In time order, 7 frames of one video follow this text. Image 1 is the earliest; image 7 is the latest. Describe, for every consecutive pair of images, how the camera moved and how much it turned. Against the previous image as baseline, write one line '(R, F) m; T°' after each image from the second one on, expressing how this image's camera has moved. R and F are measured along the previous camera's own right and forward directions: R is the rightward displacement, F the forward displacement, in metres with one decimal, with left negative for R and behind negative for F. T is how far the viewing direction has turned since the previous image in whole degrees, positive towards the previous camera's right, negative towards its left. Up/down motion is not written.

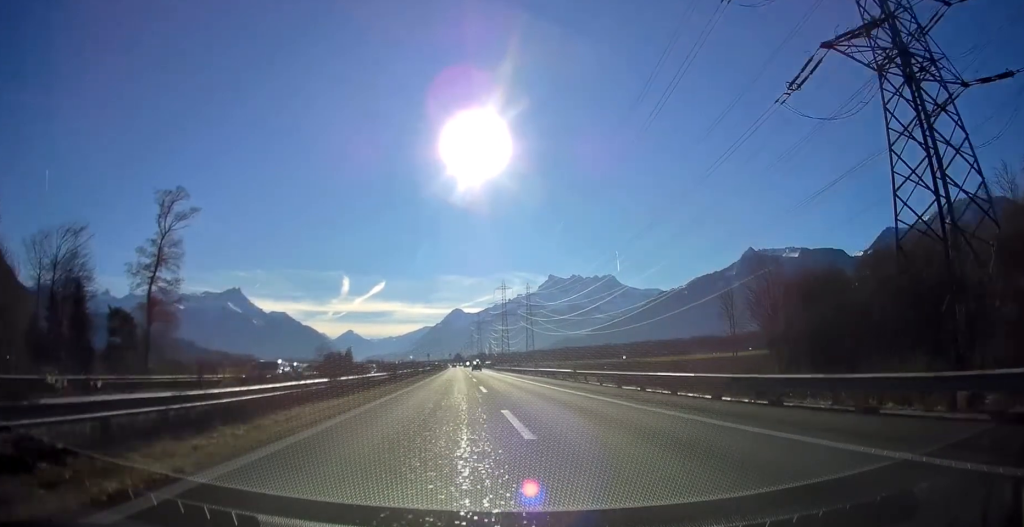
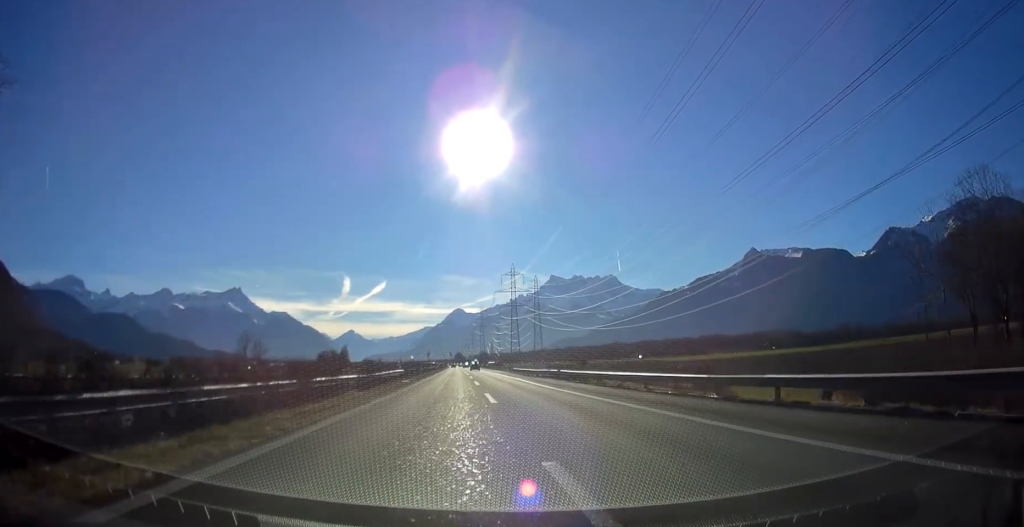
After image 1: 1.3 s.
(-0.1, +45.0) m; 0°
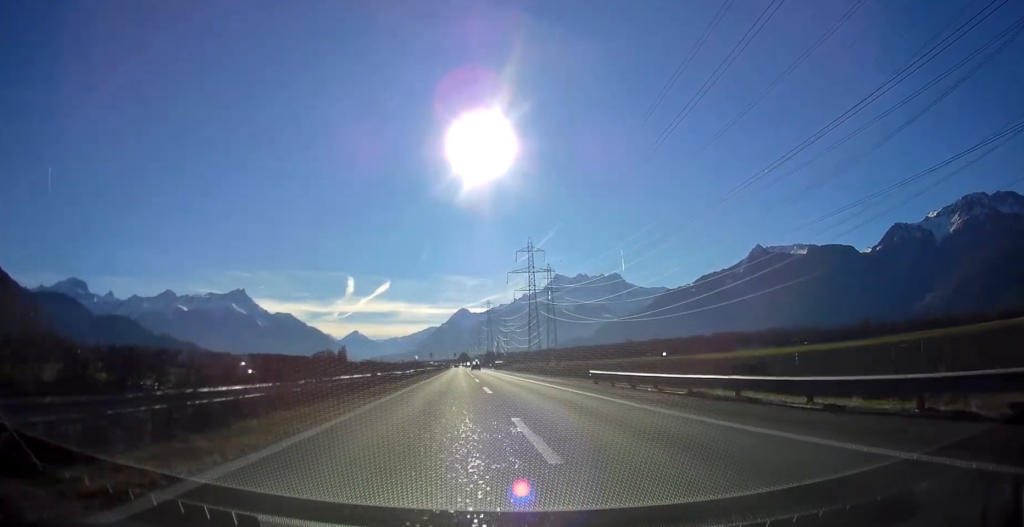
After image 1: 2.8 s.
(-0.1, +48.5) m; 0°
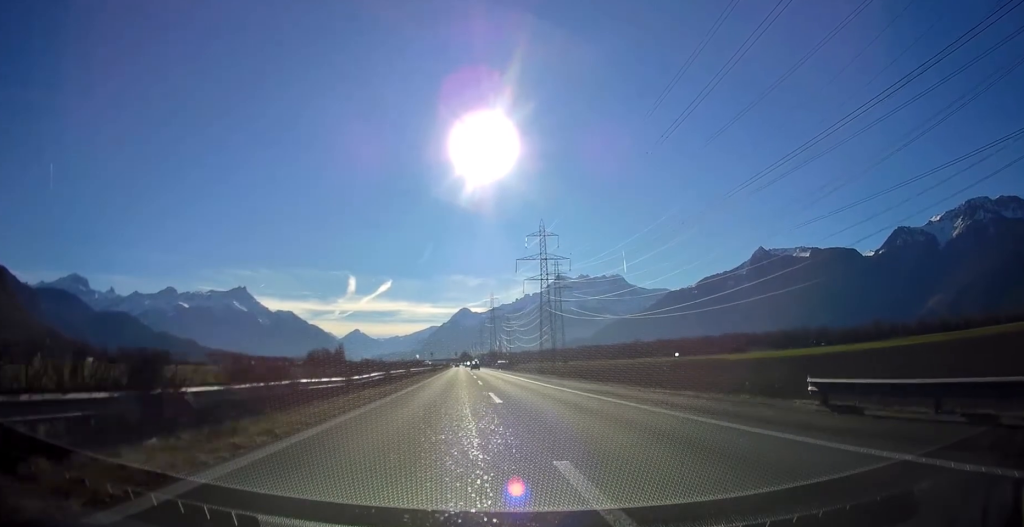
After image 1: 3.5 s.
(-0.1, +23.7) m; 0°
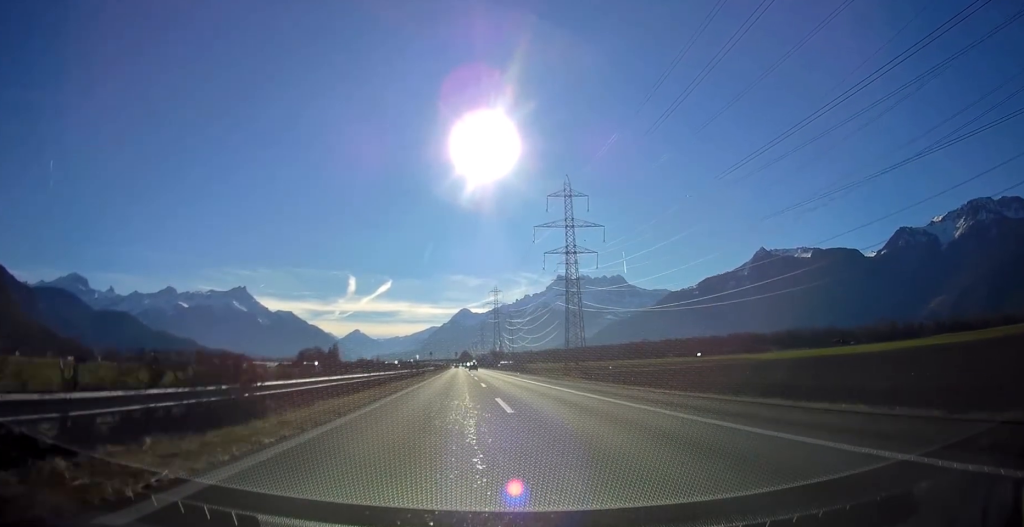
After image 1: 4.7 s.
(-0.1, +40.5) m; 0°
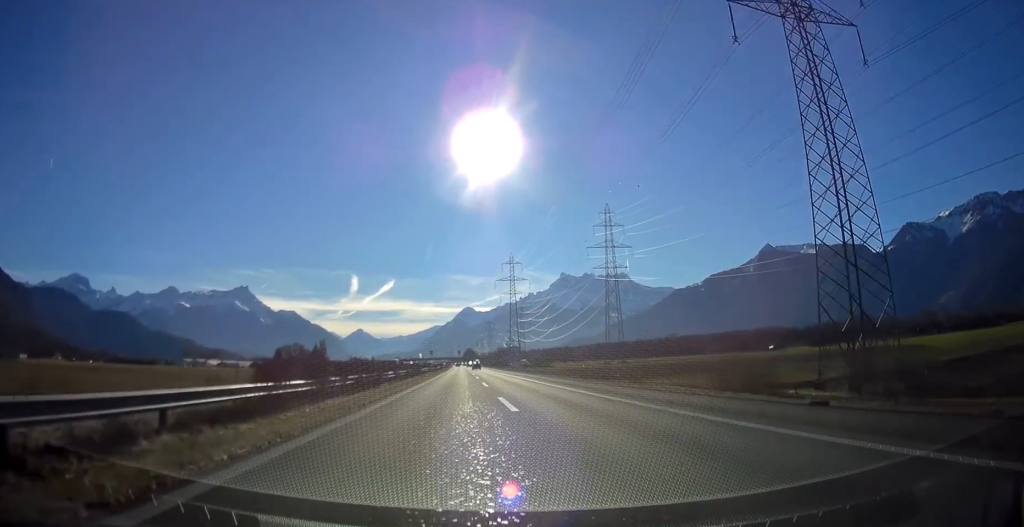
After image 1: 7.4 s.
(+0.1, +91.4) m; 0°
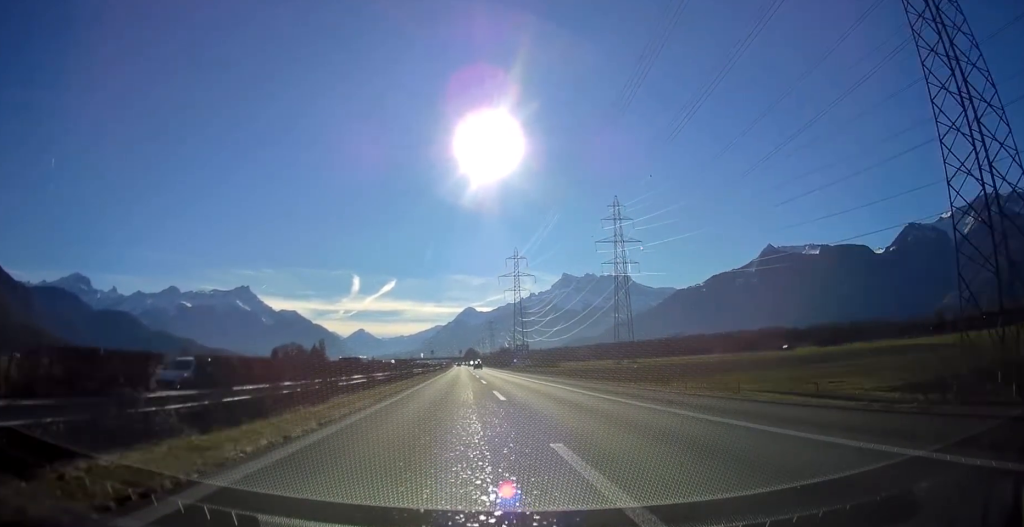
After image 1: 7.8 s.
(0.0, +13.5) m; 0°
